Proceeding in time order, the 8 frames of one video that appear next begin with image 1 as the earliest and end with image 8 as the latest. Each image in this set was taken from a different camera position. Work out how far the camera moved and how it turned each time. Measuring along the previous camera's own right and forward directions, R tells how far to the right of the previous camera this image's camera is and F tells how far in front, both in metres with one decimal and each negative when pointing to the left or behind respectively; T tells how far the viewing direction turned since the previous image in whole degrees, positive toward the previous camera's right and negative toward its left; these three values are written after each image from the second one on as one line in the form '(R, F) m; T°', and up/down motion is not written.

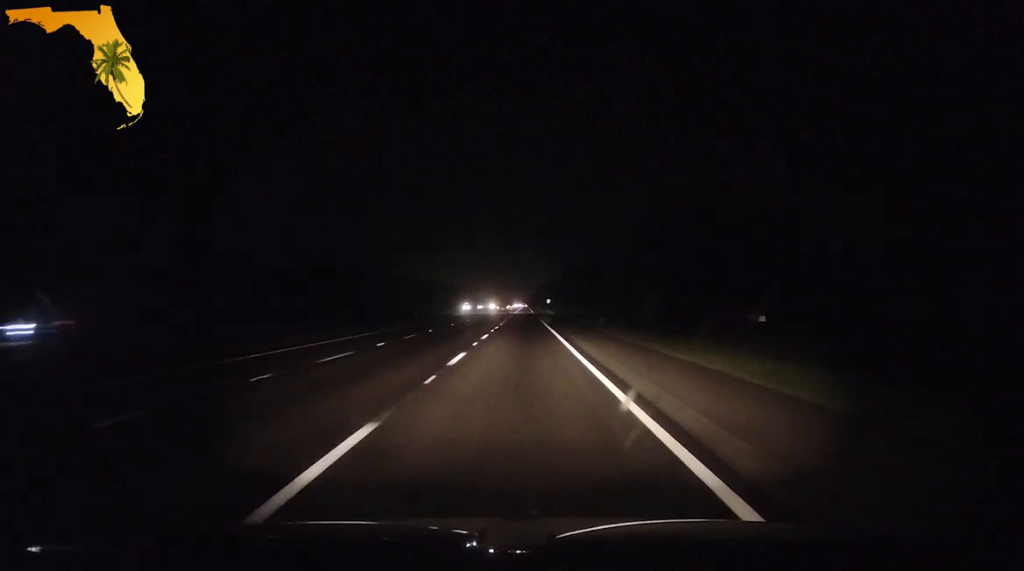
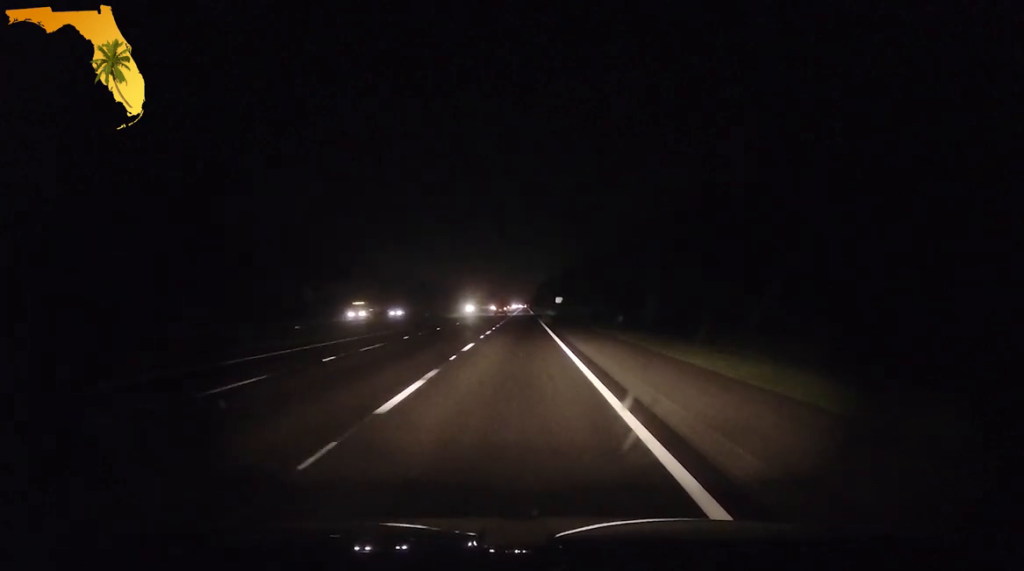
(+0.2, +114.2) m; 0°
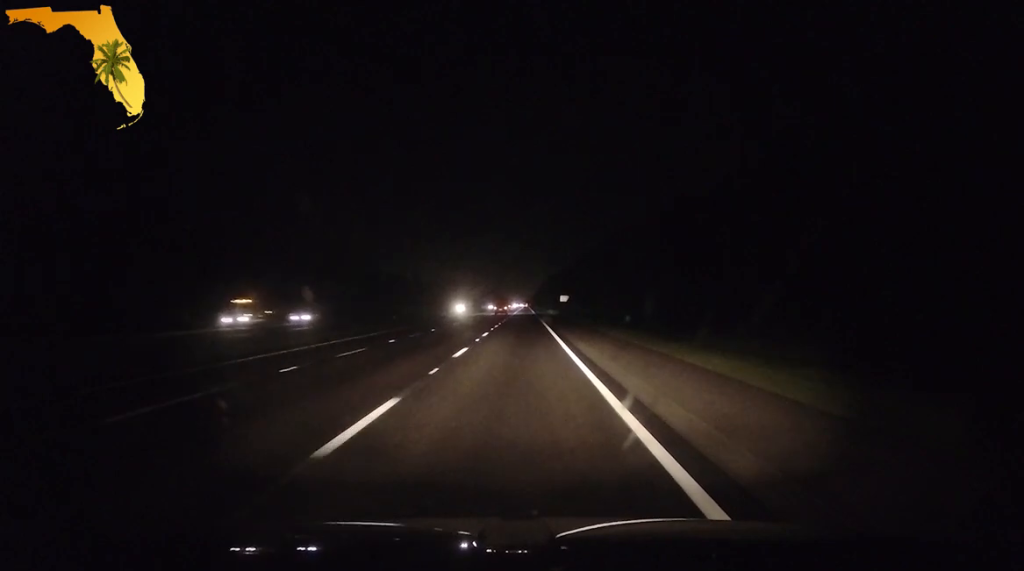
(-0.2, +27.0) m; 0°
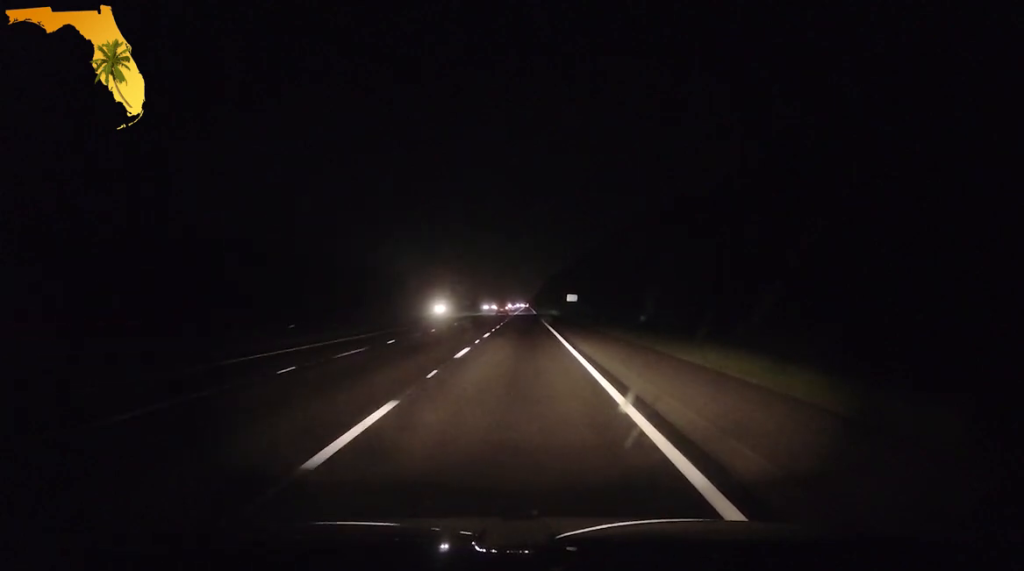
(+0.5, +36.4) m; 0°
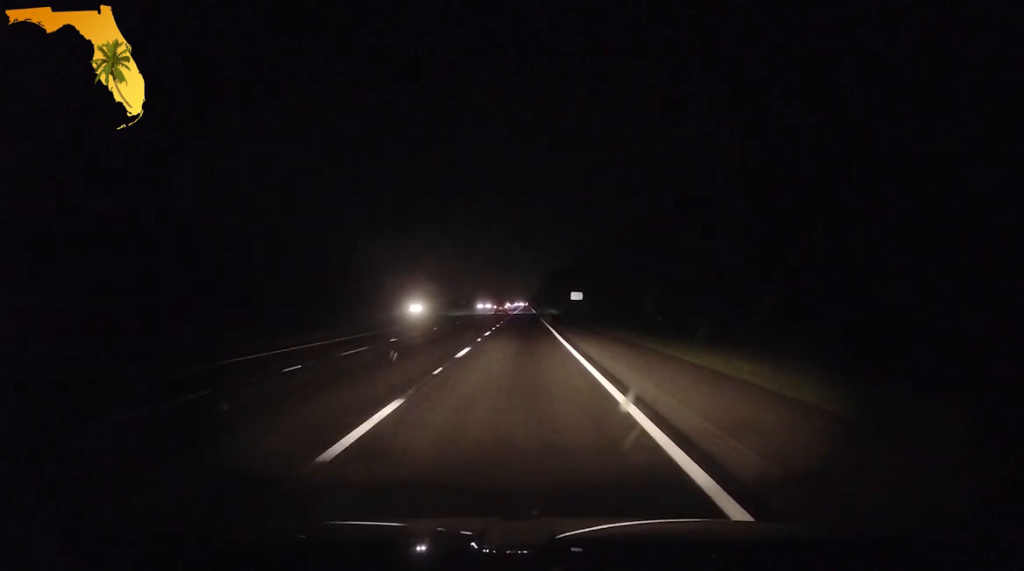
(-0.2, +23.4) m; 0°
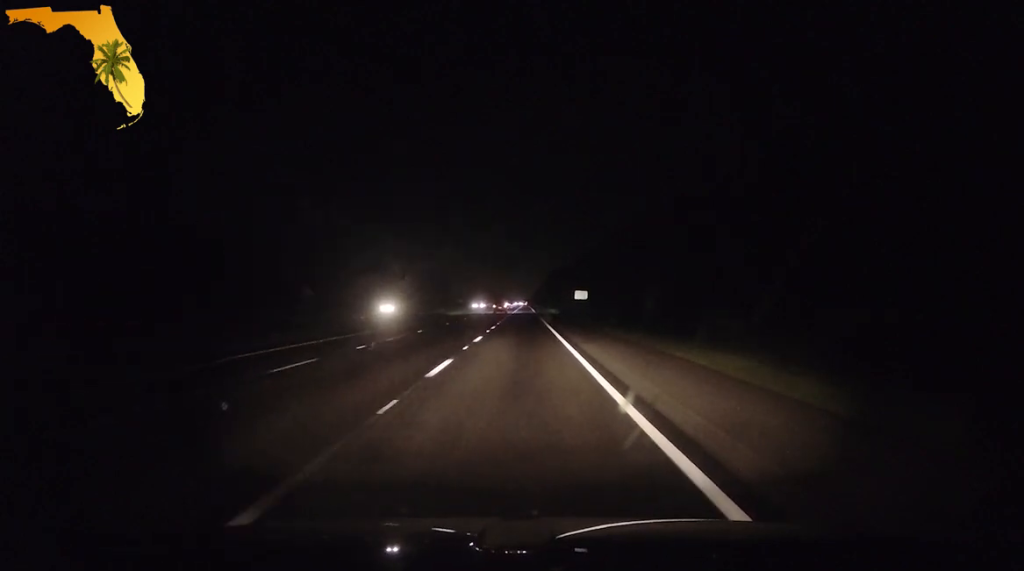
(0.0, +17.6) m; 0°
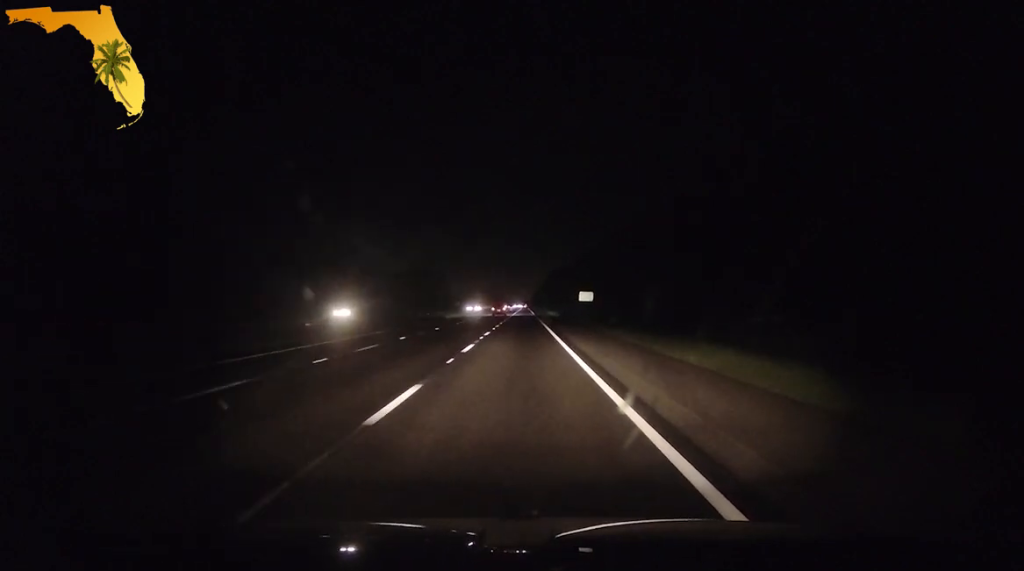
(0.0, +16.5) m; 0°
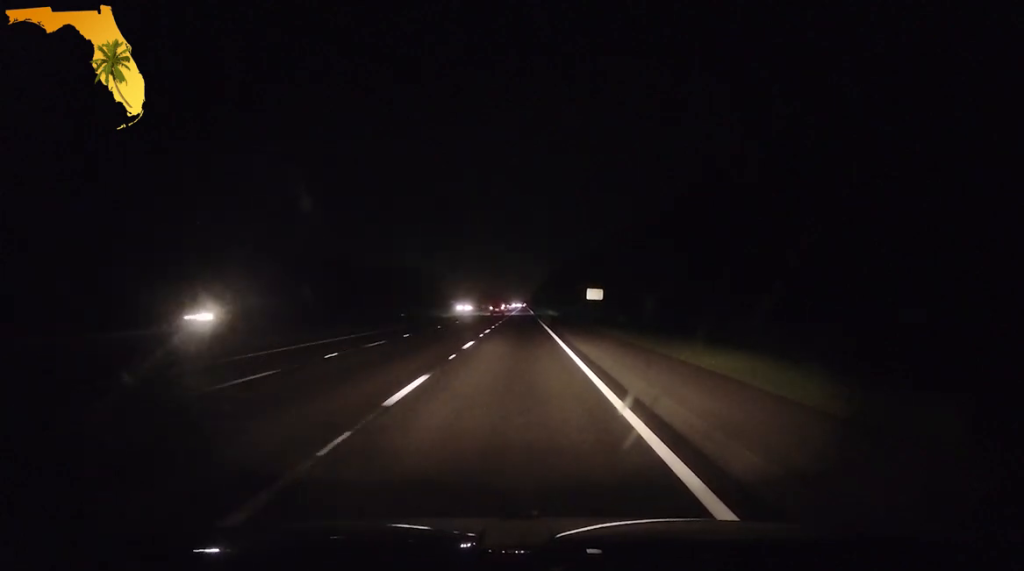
(0.0, +22.3) m; 0°
